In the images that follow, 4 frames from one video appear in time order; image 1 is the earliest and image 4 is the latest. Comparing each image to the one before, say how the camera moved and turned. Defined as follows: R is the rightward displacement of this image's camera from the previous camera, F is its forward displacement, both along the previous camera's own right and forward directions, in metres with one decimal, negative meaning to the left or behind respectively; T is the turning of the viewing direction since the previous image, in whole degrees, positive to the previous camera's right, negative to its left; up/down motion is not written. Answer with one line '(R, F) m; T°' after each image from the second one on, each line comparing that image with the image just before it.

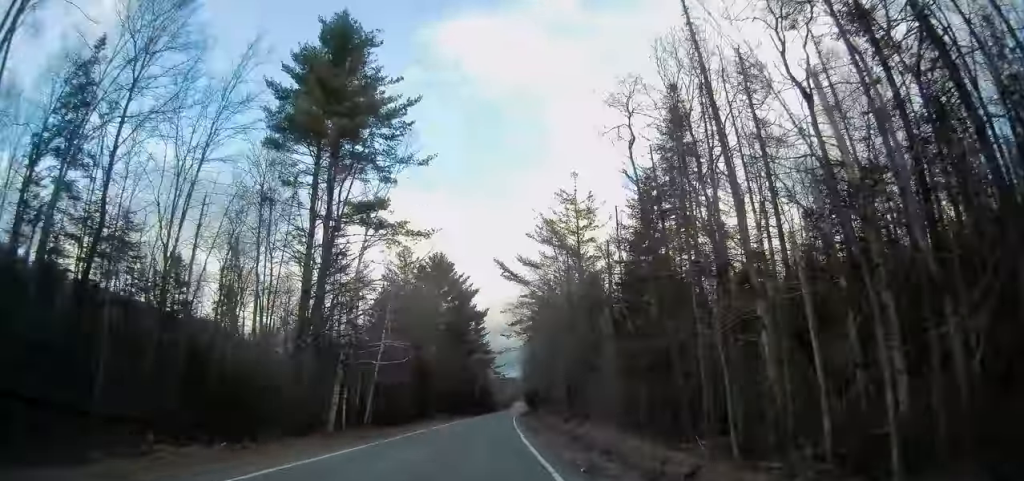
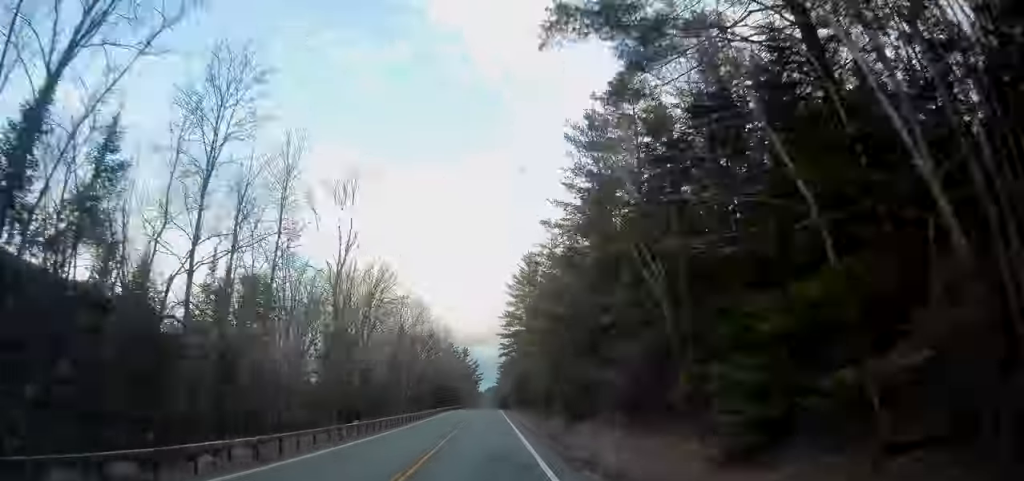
(+13.0, +359.3) m; +2°
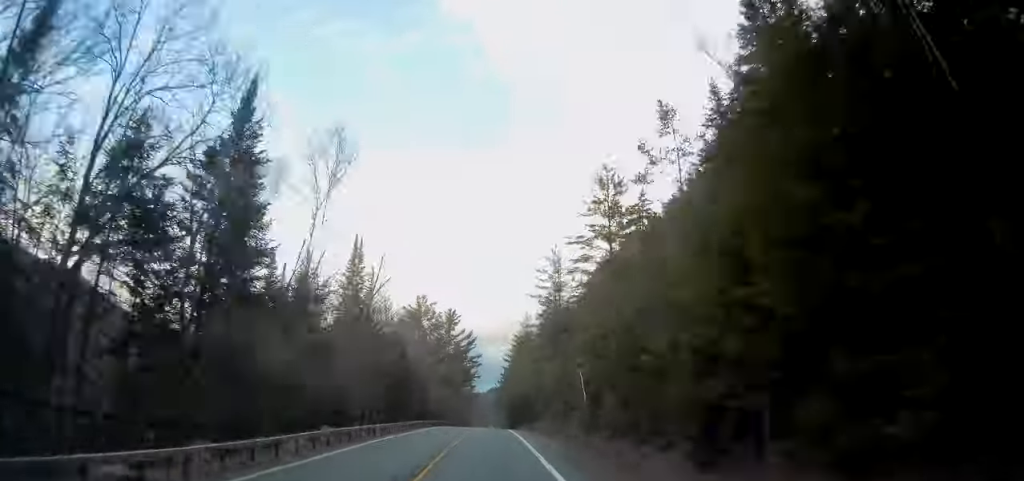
(+0.7, +93.2) m; 0°
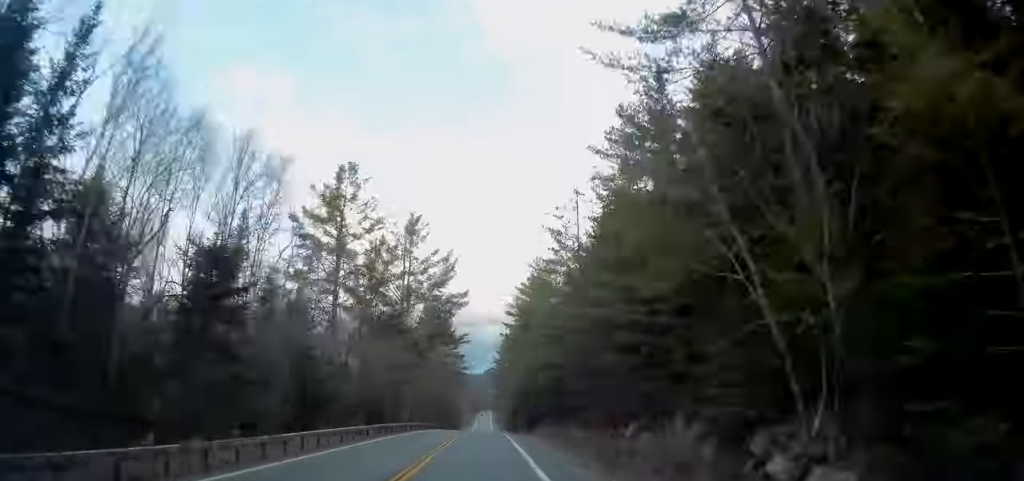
(0.0, +56.8) m; 0°
